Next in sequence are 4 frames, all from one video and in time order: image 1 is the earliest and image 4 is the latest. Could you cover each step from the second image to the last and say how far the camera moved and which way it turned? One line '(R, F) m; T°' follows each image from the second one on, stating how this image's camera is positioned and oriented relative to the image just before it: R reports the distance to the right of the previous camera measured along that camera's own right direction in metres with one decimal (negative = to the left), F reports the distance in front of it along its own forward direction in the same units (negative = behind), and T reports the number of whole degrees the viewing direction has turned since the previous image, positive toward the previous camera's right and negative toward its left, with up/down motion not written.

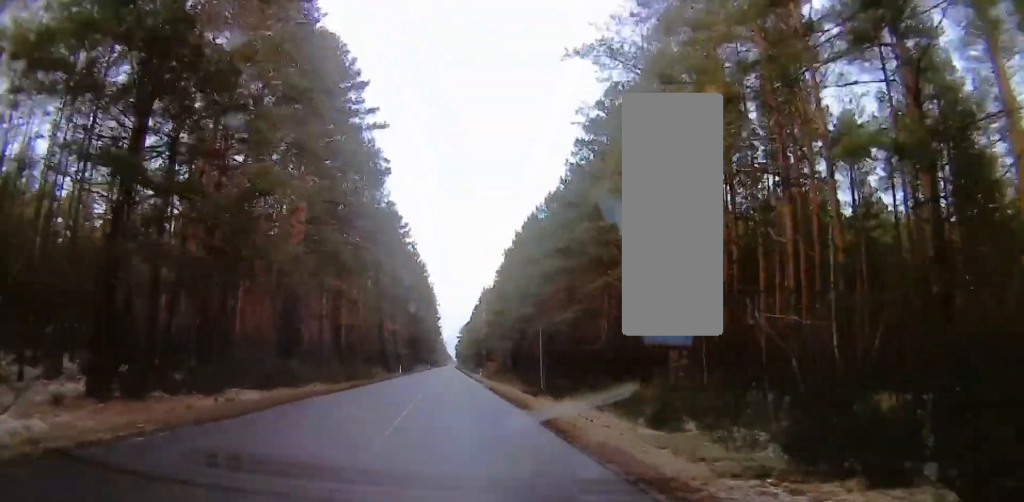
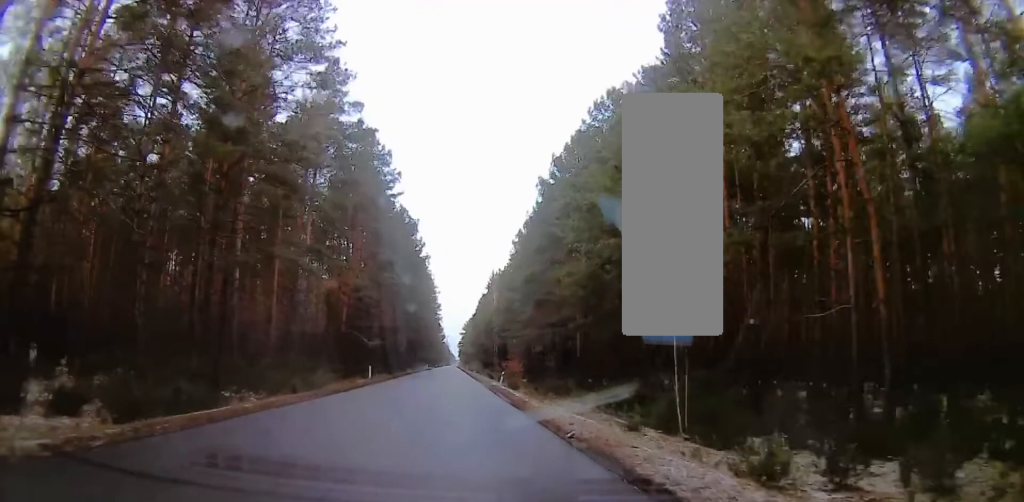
(+0.3, +30.3) m; +1°
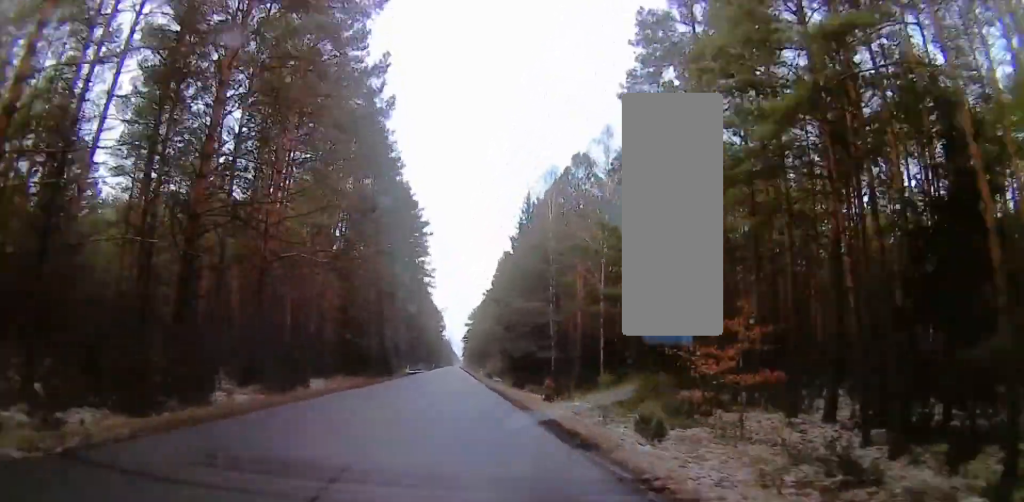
(+0.7, +66.8) m; +1°
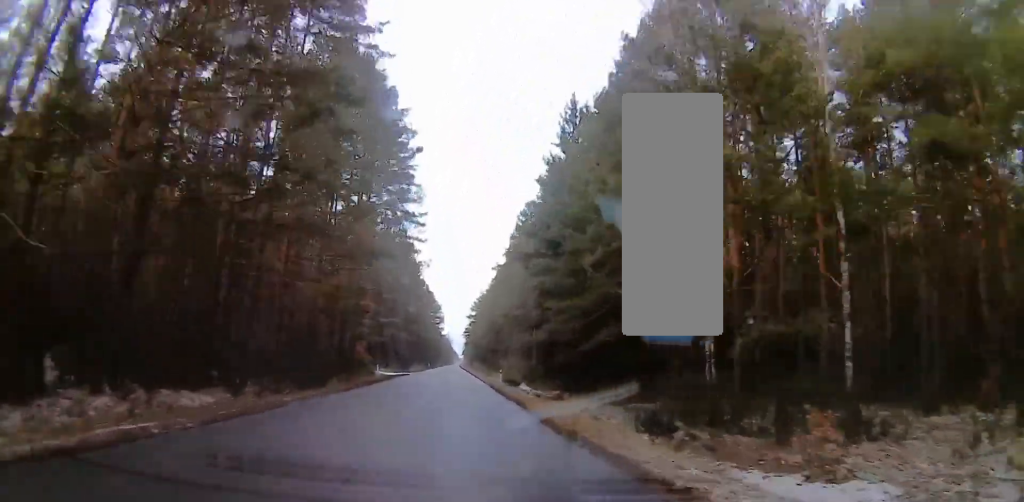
(0.0, +32.1) m; 0°
